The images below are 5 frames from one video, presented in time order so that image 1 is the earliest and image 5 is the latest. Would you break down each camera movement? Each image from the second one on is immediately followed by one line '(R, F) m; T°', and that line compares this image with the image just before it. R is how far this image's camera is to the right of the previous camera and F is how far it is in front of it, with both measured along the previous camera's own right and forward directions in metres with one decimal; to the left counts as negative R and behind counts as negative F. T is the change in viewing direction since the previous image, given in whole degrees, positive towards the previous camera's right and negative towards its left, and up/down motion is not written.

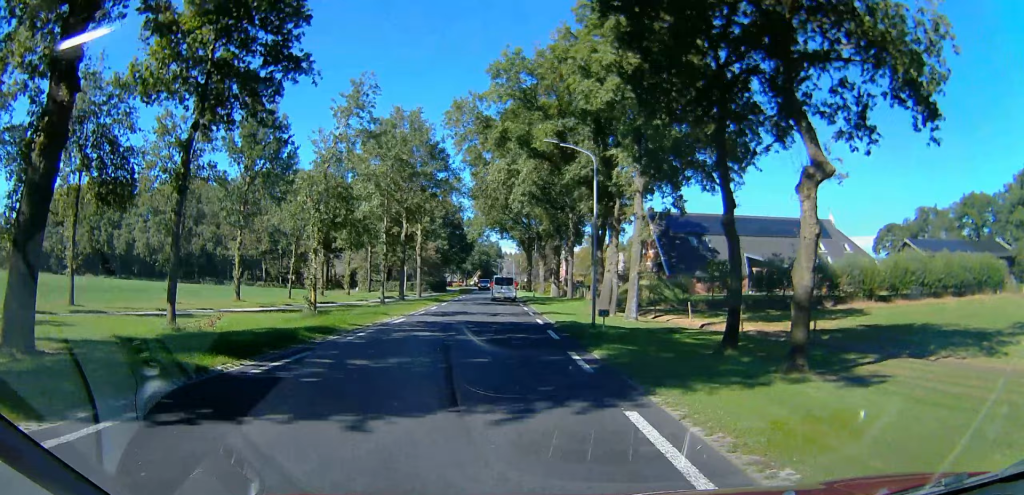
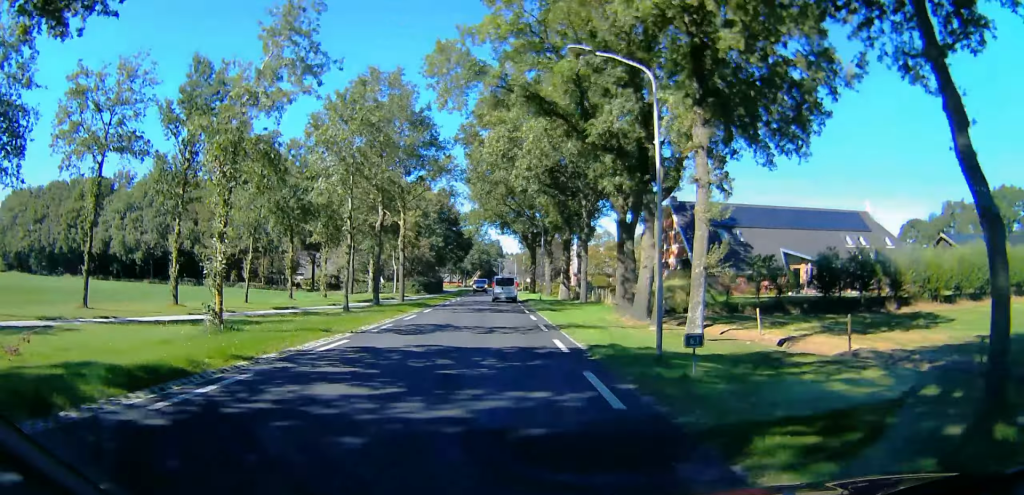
(0.0, +8.7) m; +1°
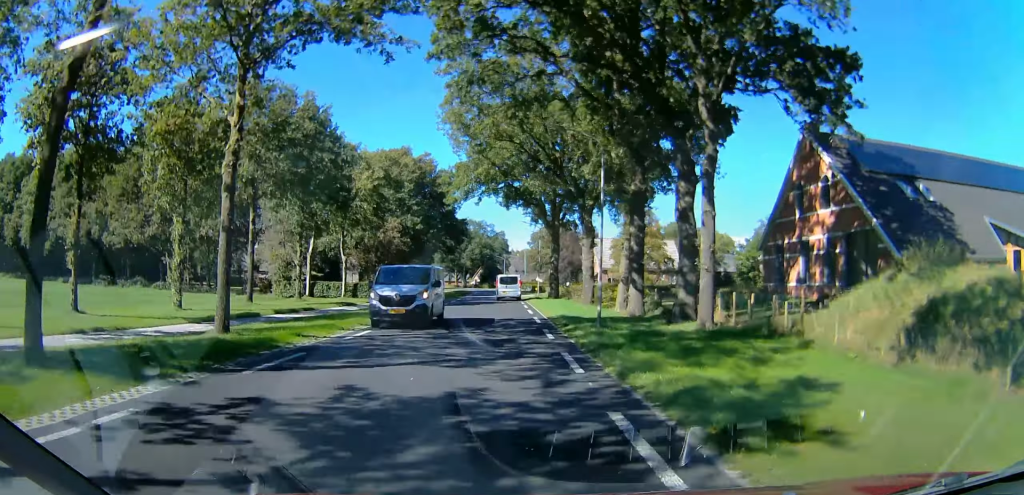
(+0.6, +27.1) m; 0°
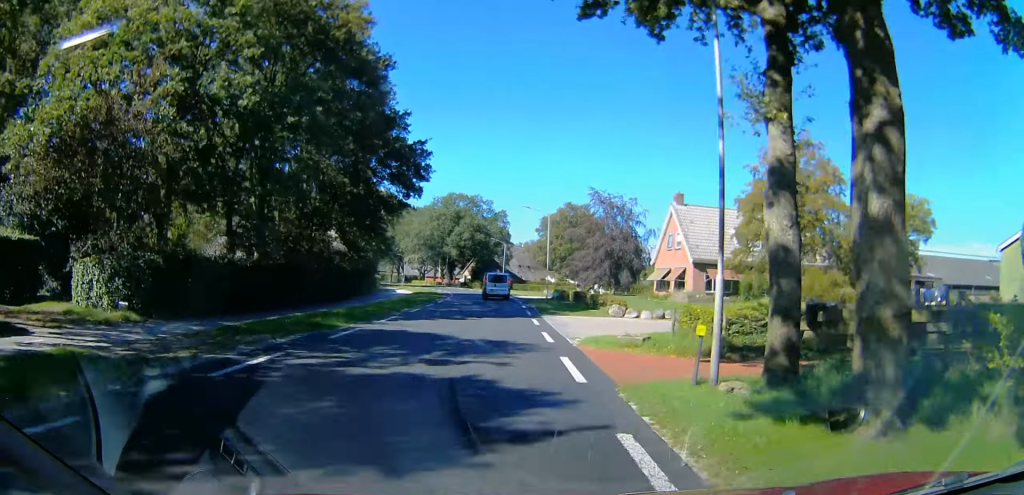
(-0.6, +43.4) m; +2°
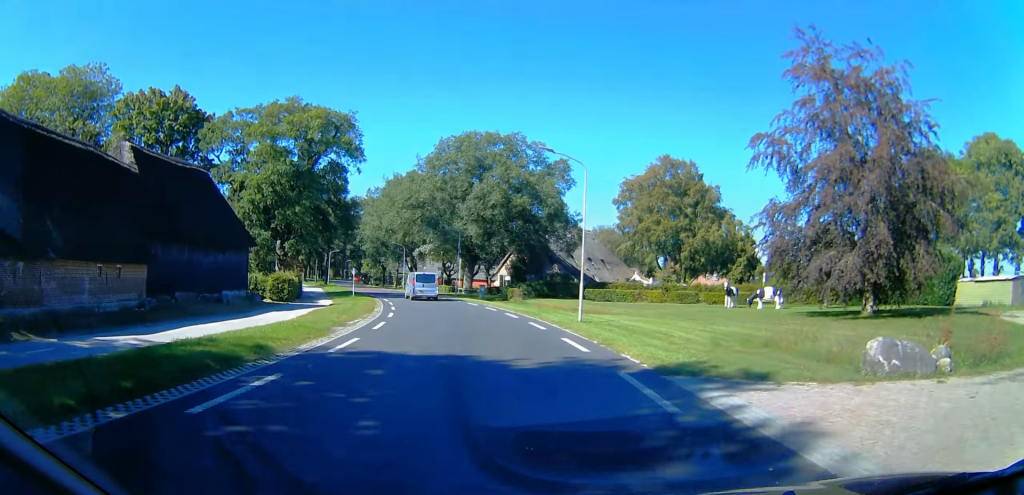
(-1.9, +50.4) m; -3°
